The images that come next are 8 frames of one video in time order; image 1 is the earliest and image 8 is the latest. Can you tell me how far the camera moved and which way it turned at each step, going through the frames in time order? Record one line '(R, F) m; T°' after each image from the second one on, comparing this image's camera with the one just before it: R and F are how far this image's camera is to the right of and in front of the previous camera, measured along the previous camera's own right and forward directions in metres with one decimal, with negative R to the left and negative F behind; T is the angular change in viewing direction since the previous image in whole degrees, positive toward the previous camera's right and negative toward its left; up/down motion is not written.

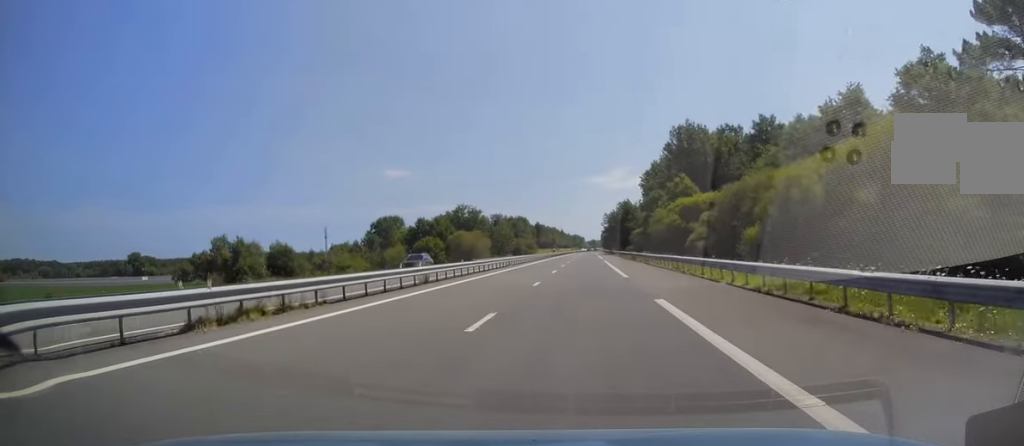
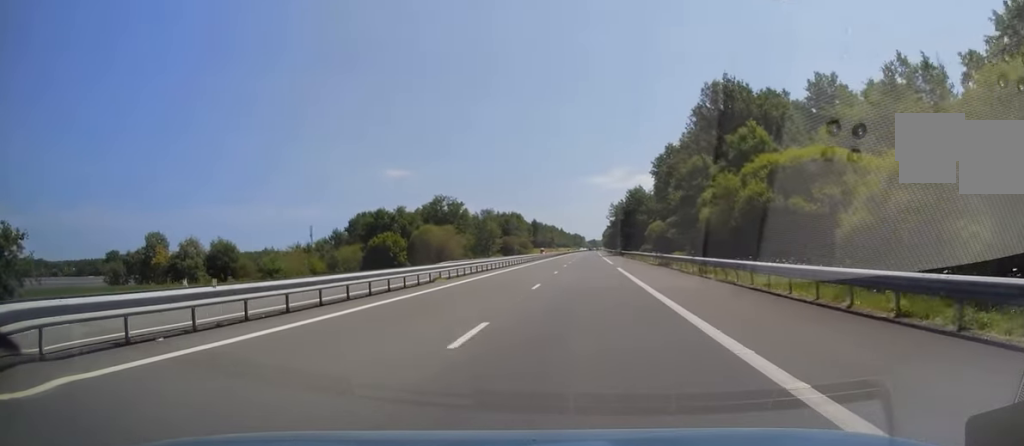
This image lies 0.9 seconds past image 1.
(-0.1, +28.0) m; 0°
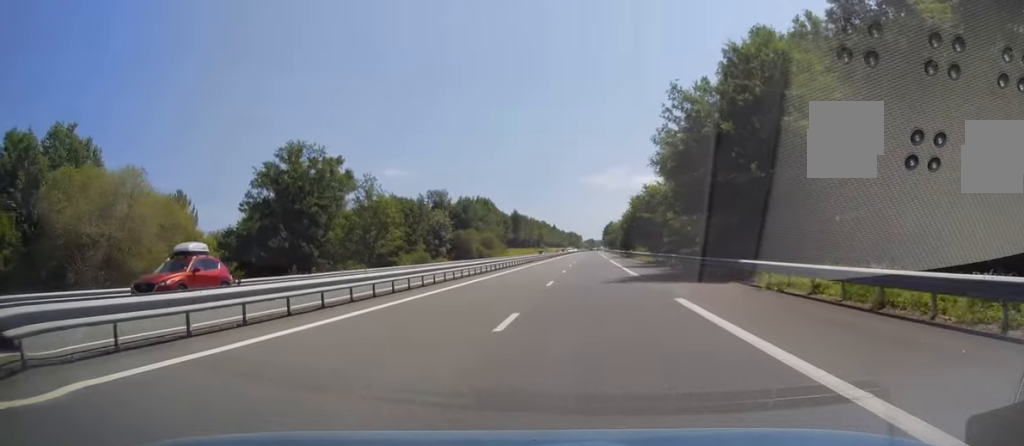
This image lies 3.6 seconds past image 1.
(0.0, +76.6) m; 0°
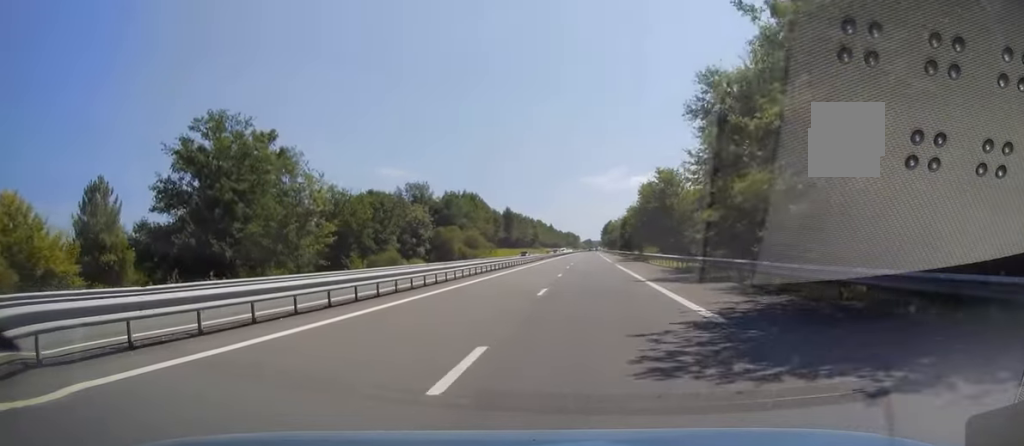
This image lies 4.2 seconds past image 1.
(+0.2, +17.7) m; +1°
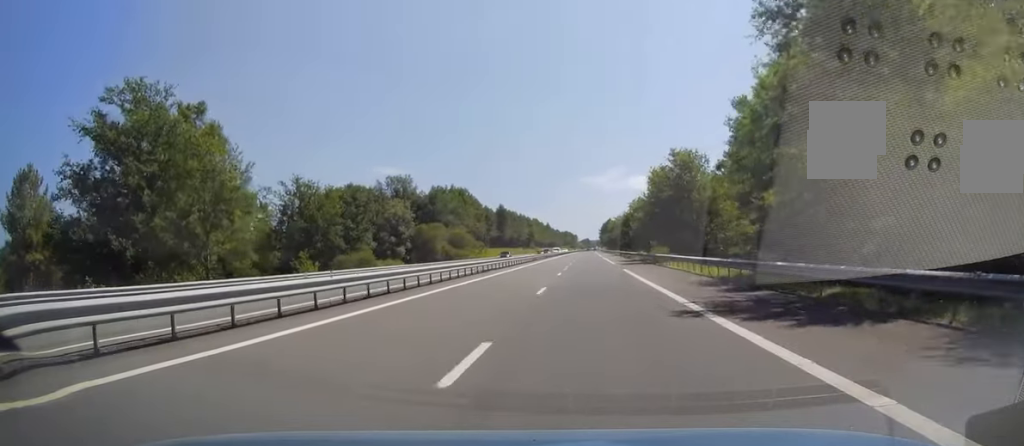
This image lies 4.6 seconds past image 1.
(0.0, +12.7) m; 0°
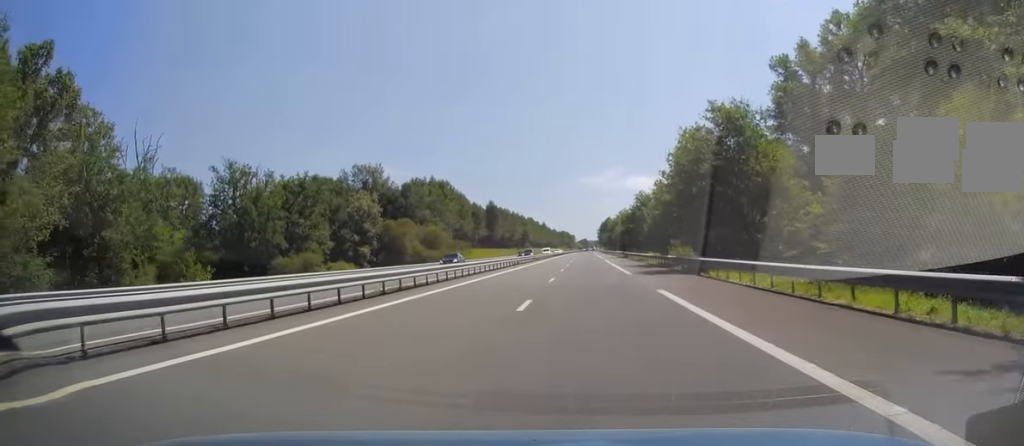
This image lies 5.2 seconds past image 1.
(0.0, +18.2) m; 0°
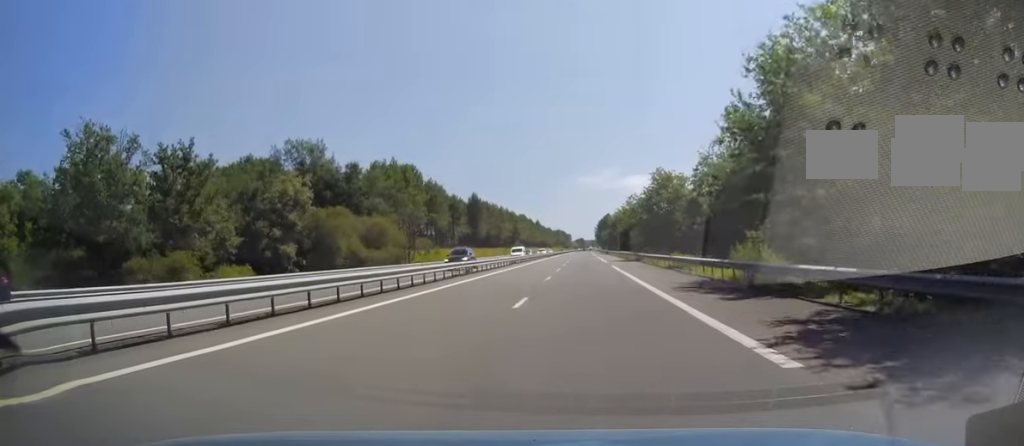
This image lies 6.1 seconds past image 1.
(0.0, +25.5) m; 0°
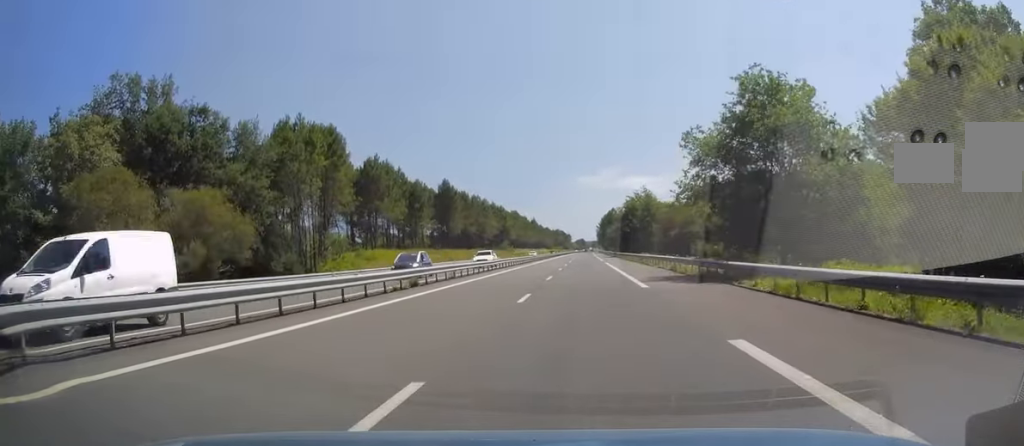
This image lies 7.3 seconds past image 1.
(0.0, +37.3) m; 0°
